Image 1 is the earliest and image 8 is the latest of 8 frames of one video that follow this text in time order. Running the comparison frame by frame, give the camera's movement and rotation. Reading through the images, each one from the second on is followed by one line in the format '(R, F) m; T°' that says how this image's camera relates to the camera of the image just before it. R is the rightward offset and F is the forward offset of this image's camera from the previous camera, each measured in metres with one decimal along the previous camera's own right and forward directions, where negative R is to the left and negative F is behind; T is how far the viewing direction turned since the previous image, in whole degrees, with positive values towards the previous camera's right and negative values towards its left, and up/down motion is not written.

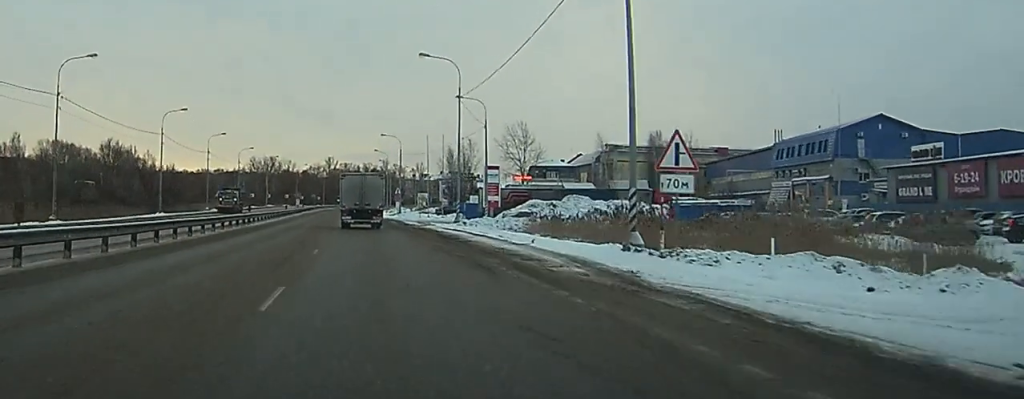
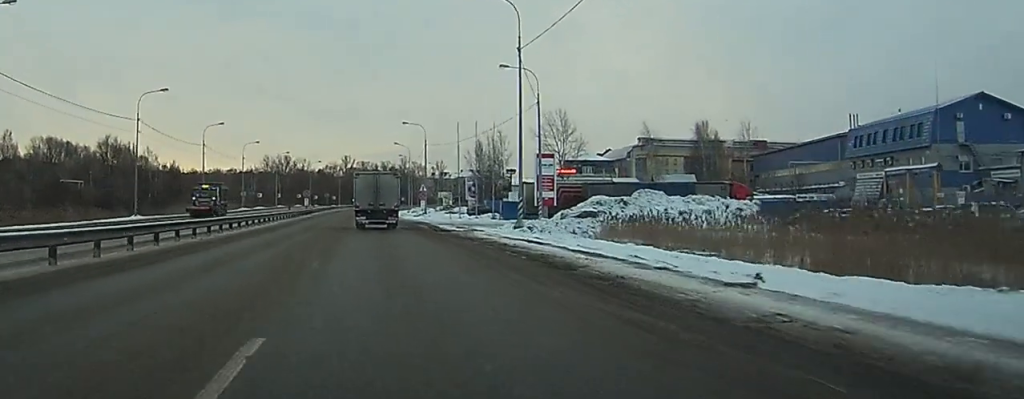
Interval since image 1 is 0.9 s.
(-0.2, +17.2) m; -1°
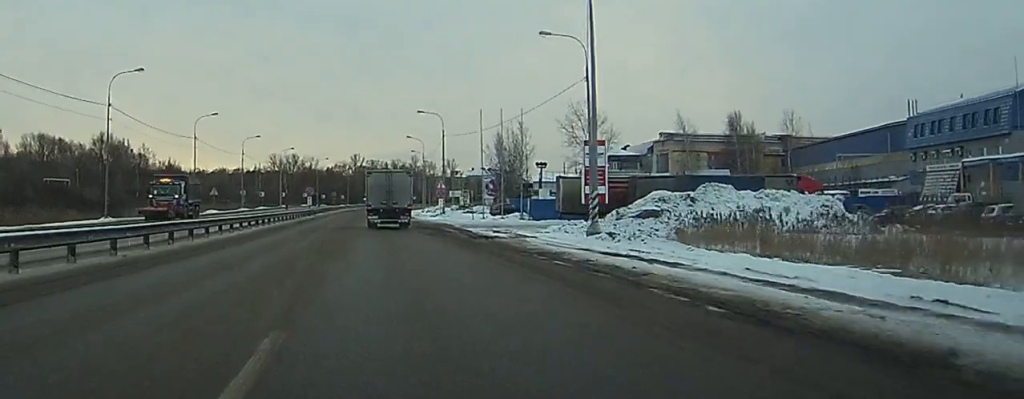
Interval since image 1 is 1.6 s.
(0.0, +11.7) m; 0°
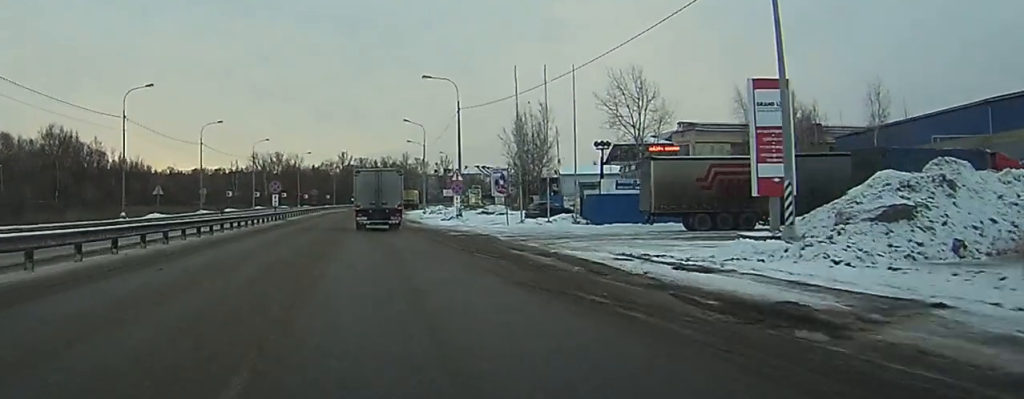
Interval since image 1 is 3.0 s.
(-0.1, +25.9) m; 0°
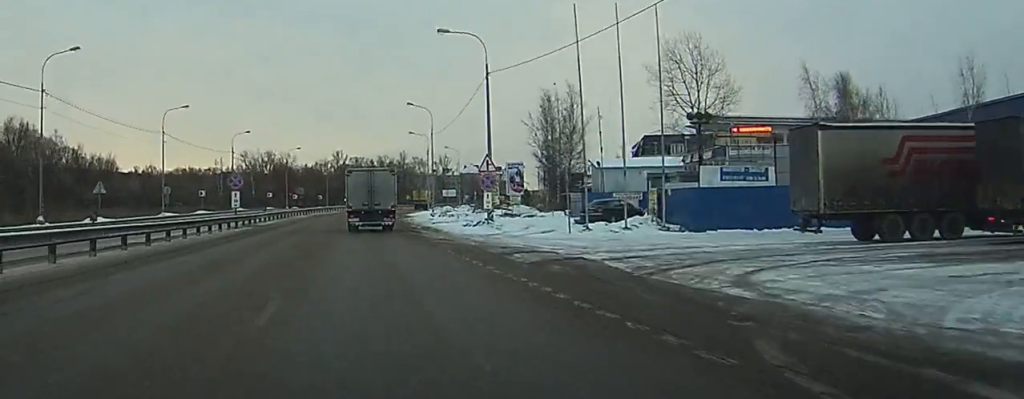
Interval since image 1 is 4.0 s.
(0.0, +18.5) m; 0°
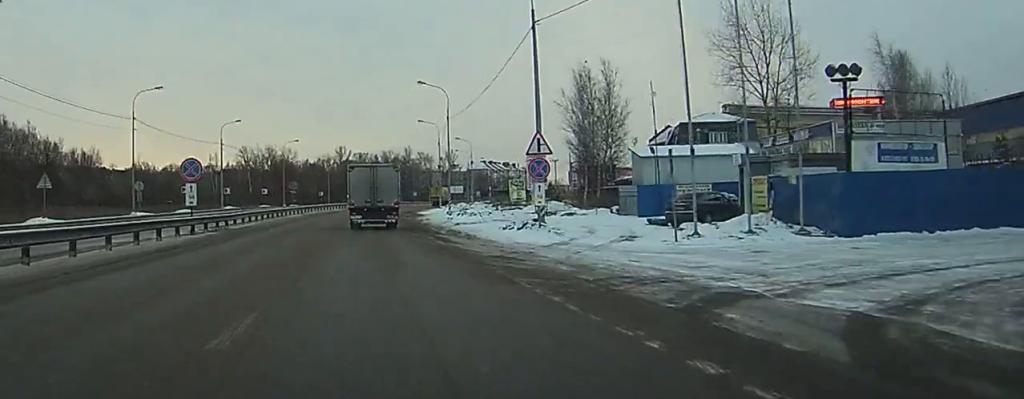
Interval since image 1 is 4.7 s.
(0.0, +13.5) m; 0°
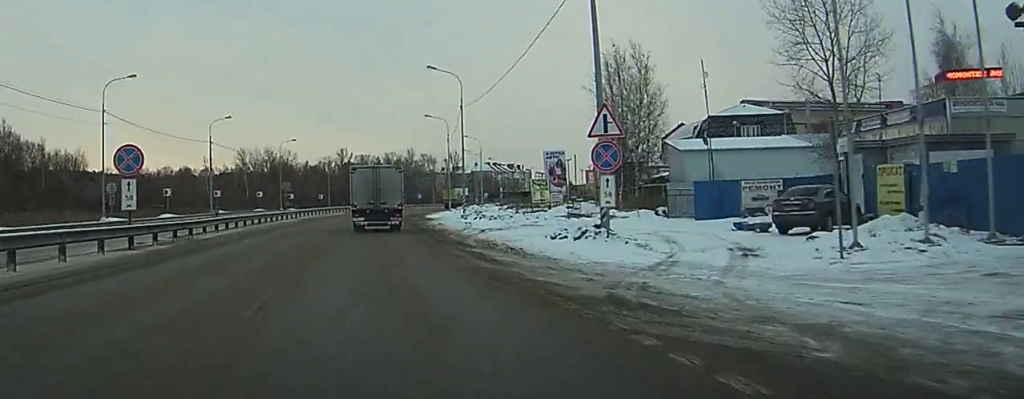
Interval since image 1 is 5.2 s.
(0.0, +9.8) m; 0°
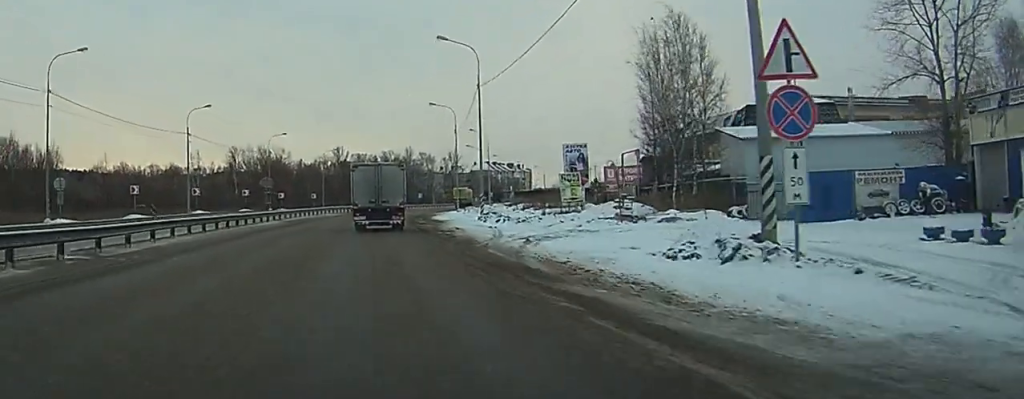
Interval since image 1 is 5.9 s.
(0.0, +12.3) m; 0°
